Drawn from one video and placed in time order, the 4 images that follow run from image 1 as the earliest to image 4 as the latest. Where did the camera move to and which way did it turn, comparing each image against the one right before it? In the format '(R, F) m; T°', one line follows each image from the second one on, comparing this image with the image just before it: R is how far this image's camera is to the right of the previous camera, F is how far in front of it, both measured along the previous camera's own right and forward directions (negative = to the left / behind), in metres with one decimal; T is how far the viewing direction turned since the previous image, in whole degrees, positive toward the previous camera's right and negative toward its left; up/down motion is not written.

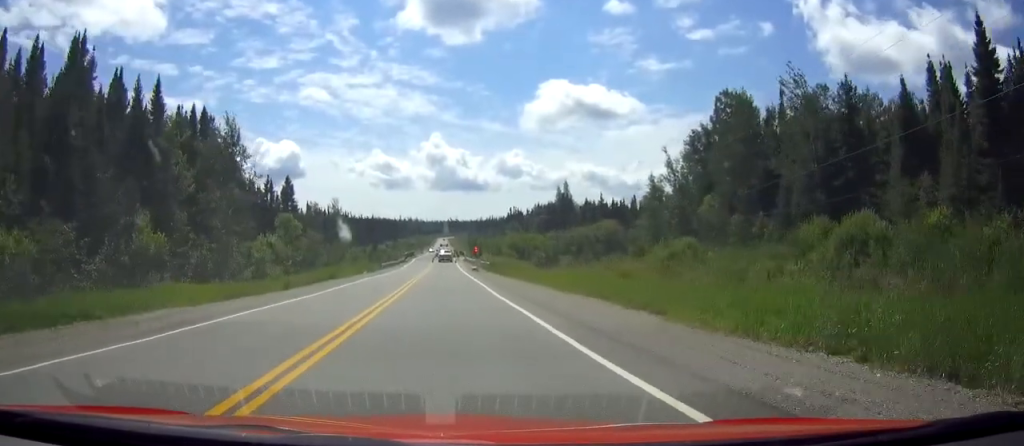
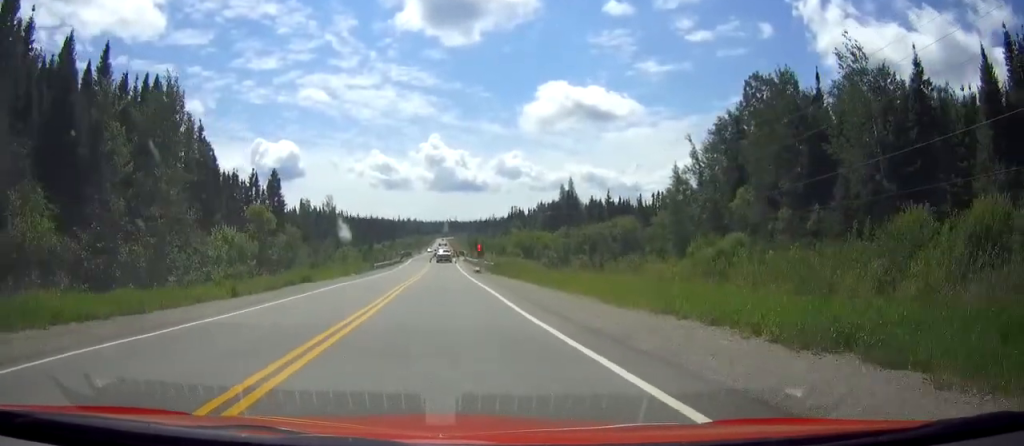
(0.0, +8.3) m; 0°
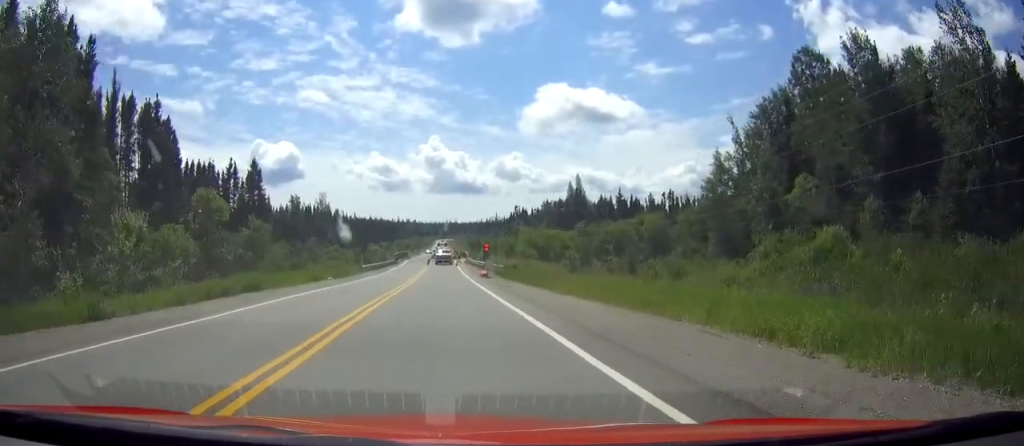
(0.0, +10.7) m; 0°
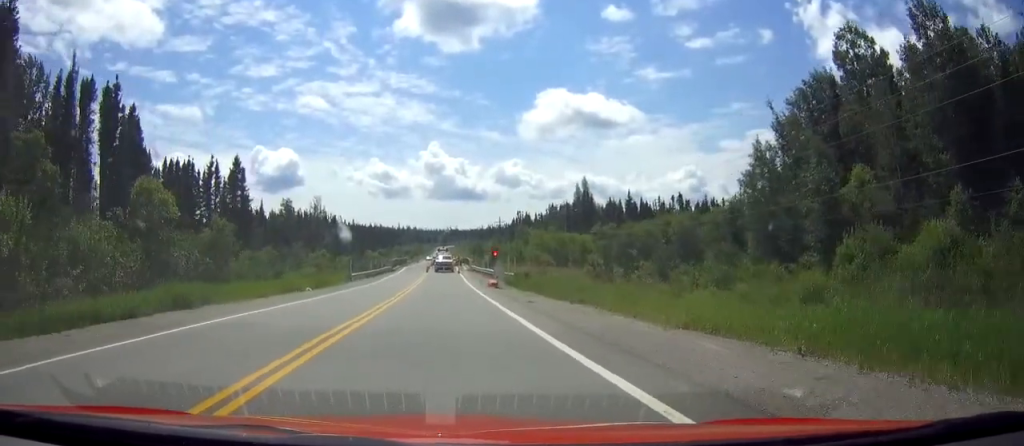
(0.0, +7.8) m; -1°
